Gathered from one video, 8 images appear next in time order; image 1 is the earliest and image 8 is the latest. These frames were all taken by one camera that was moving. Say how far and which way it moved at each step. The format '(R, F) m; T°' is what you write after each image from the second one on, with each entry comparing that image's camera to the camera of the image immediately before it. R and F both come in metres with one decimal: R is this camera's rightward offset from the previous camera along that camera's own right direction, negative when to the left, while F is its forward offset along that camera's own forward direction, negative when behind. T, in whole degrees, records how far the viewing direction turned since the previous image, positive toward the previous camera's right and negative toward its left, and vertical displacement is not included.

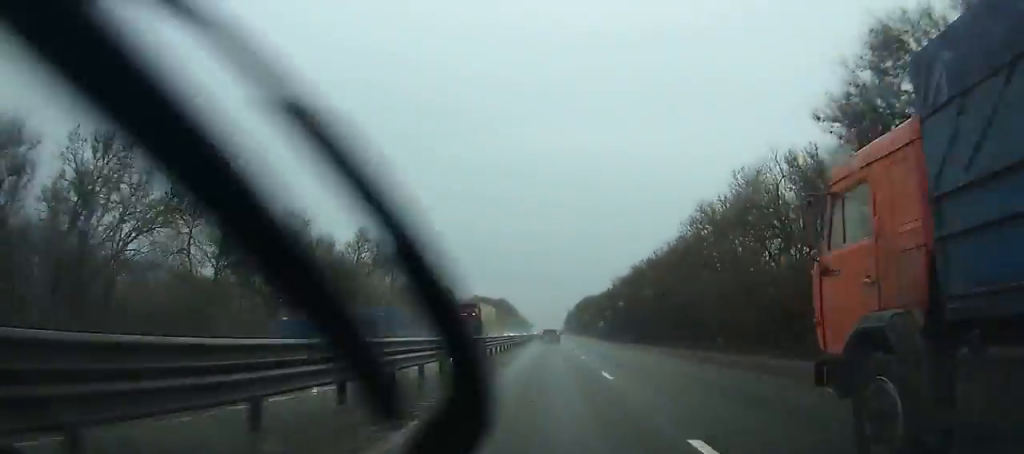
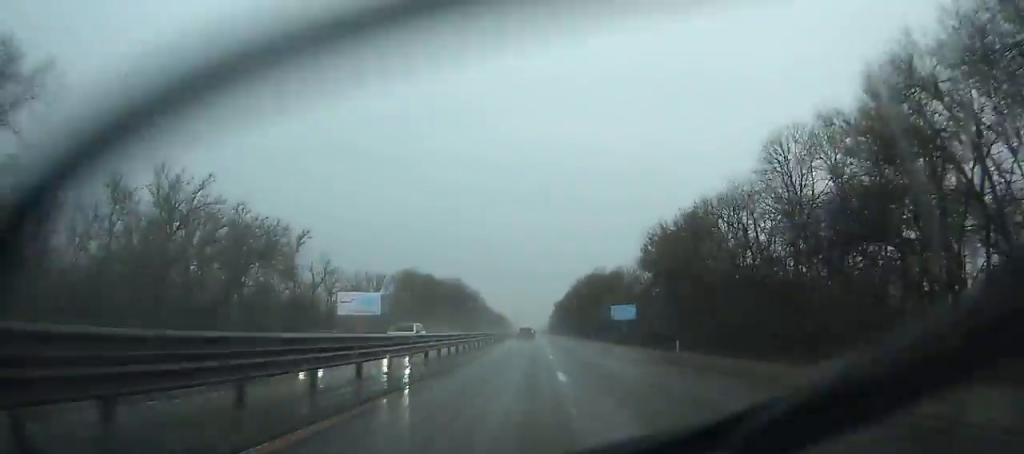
(+0.7, +96.9) m; +1°
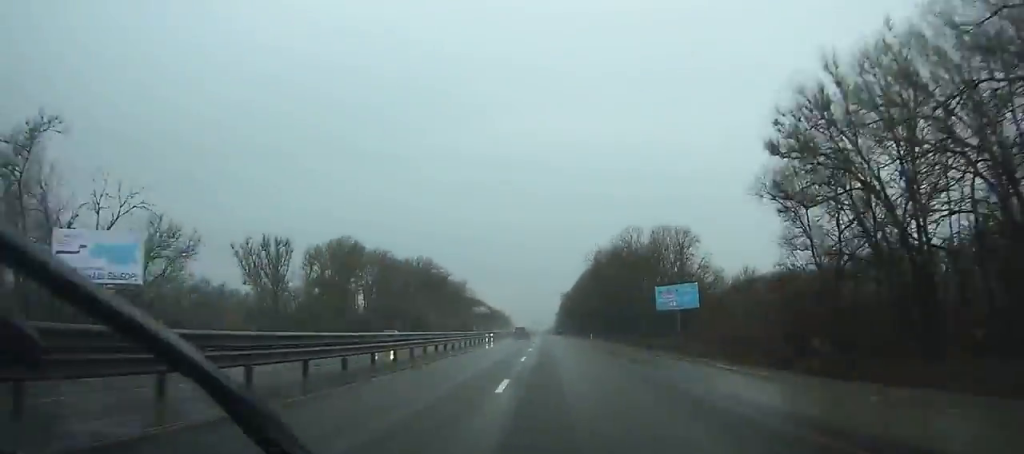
(+0.2, +51.4) m; 0°
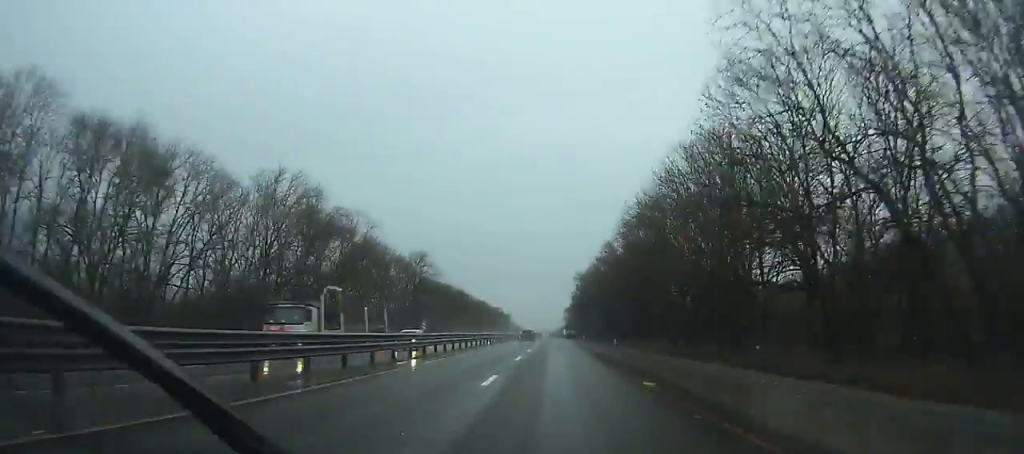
(-0.4, +70.5) m; 0°
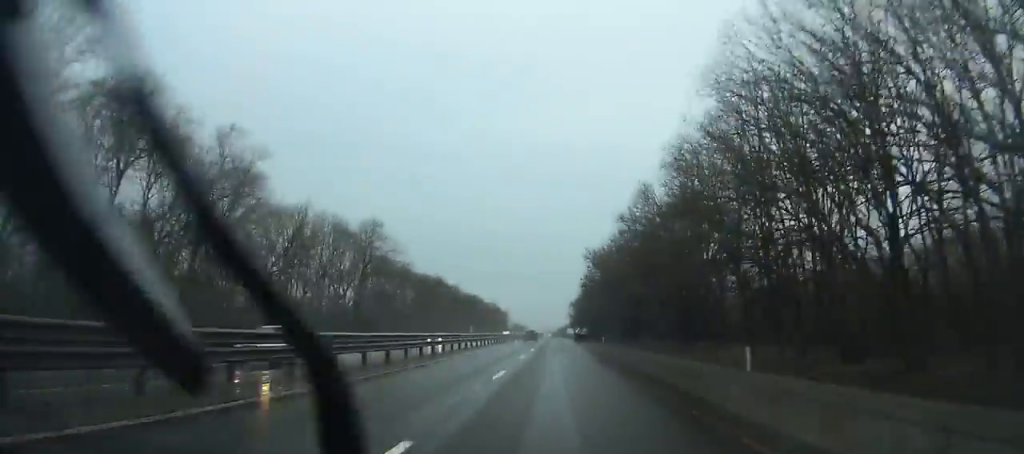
(-0.2, +35.2) m; 0°
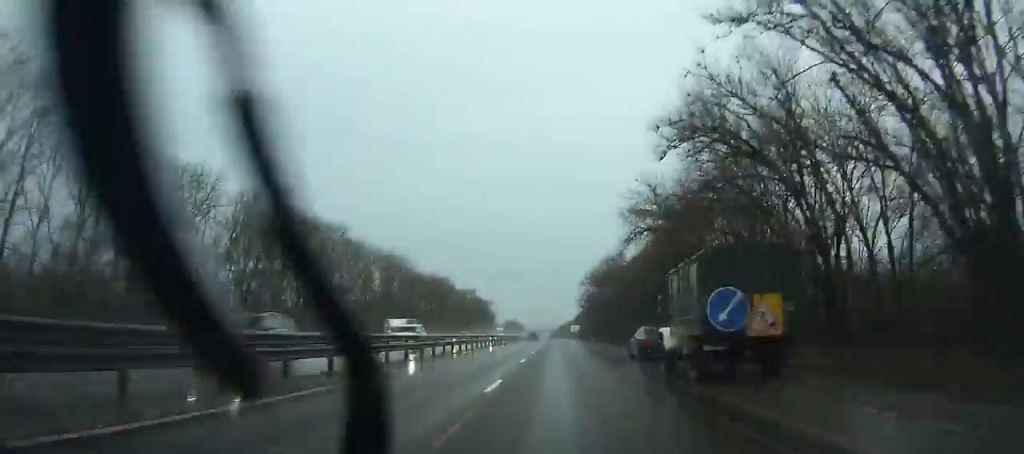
(0.0, +76.4) m; 0°
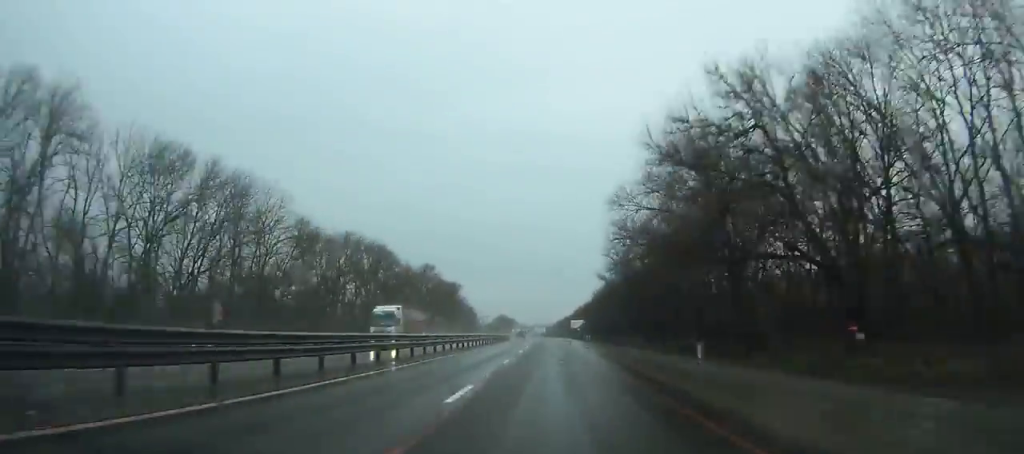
(+0.1, +63.1) m; 0°
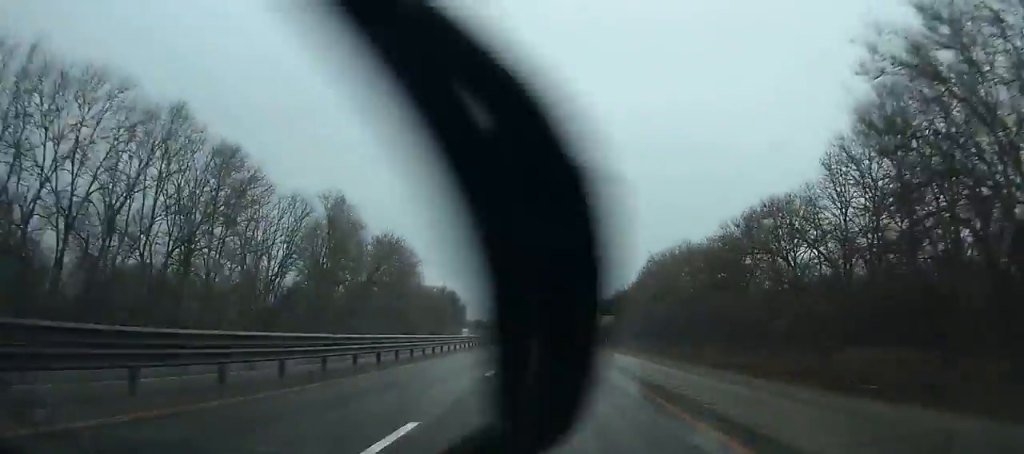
(0.0, +66.5) m; -1°
